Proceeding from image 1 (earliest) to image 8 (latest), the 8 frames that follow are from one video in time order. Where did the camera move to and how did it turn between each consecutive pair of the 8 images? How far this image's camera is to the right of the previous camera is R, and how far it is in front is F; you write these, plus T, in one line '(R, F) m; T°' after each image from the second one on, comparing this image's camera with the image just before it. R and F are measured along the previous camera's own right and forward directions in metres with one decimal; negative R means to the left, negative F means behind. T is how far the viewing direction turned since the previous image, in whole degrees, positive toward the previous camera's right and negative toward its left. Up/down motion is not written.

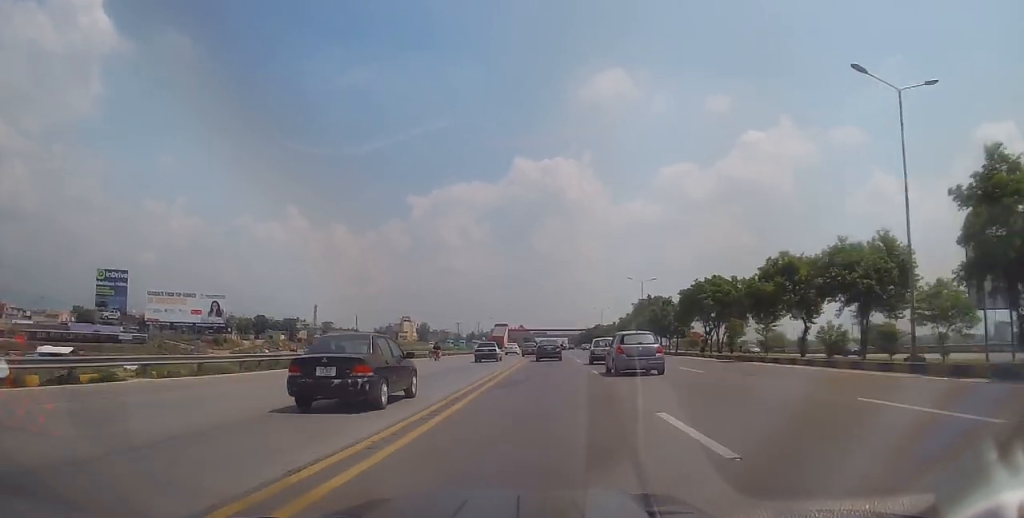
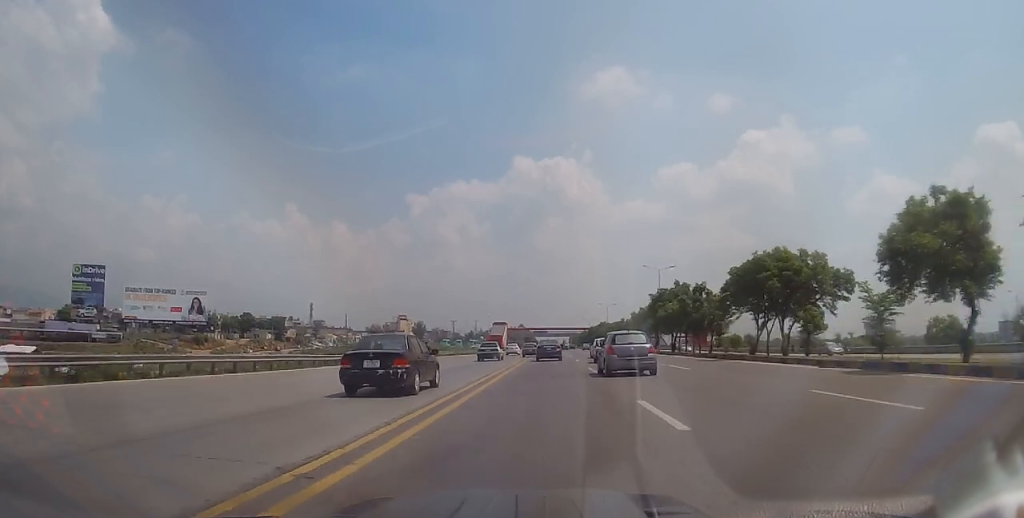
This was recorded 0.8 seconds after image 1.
(0.0, +14.0) m; 0°
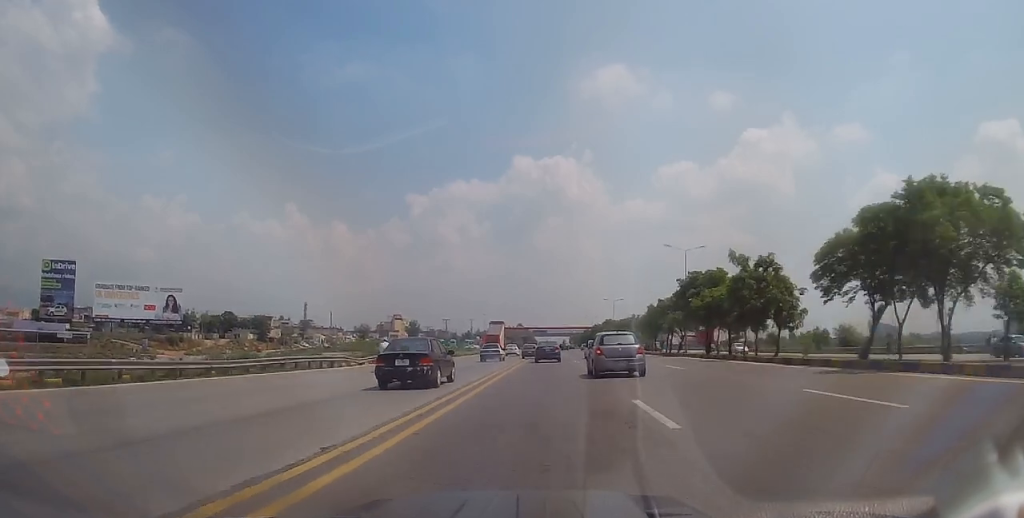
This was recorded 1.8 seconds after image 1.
(-0.1, +15.4) m; +1°
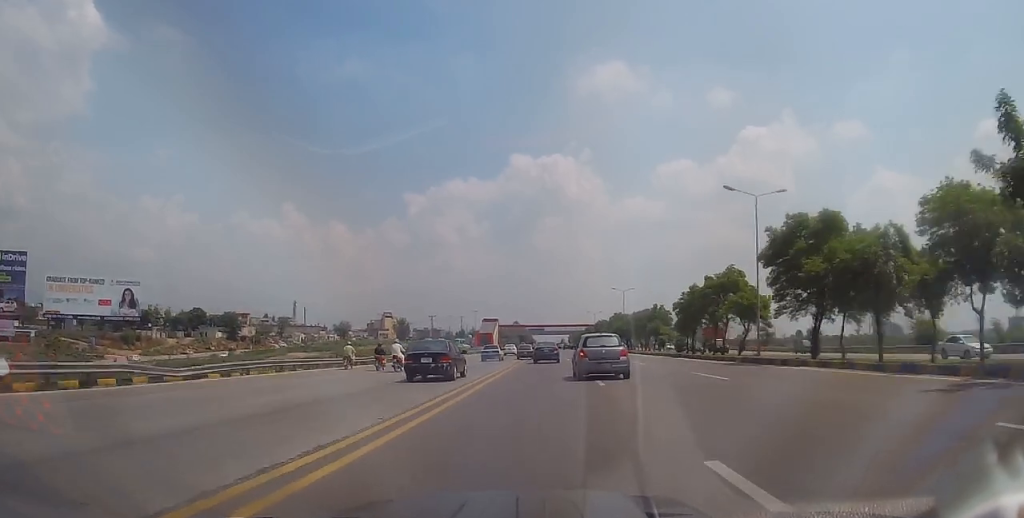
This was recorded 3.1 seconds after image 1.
(+0.2, +22.2) m; 0°
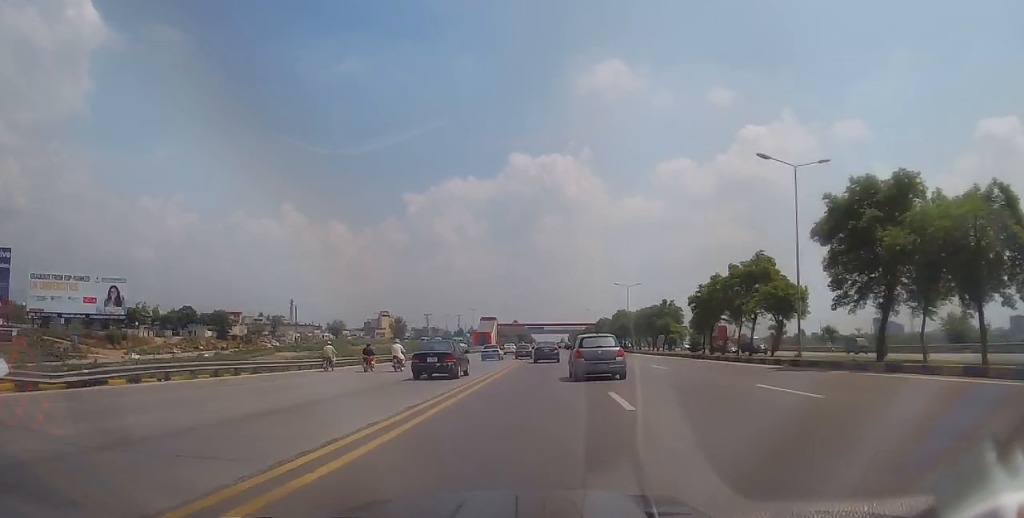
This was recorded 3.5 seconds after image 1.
(-0.1, +6.7) m; 0°
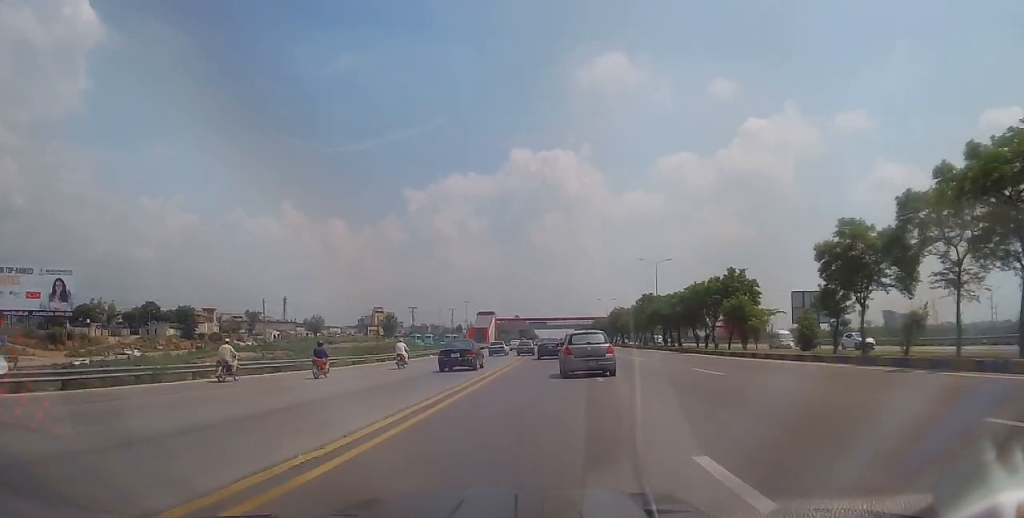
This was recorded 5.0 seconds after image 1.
(0.0, +25.1) m; +1°
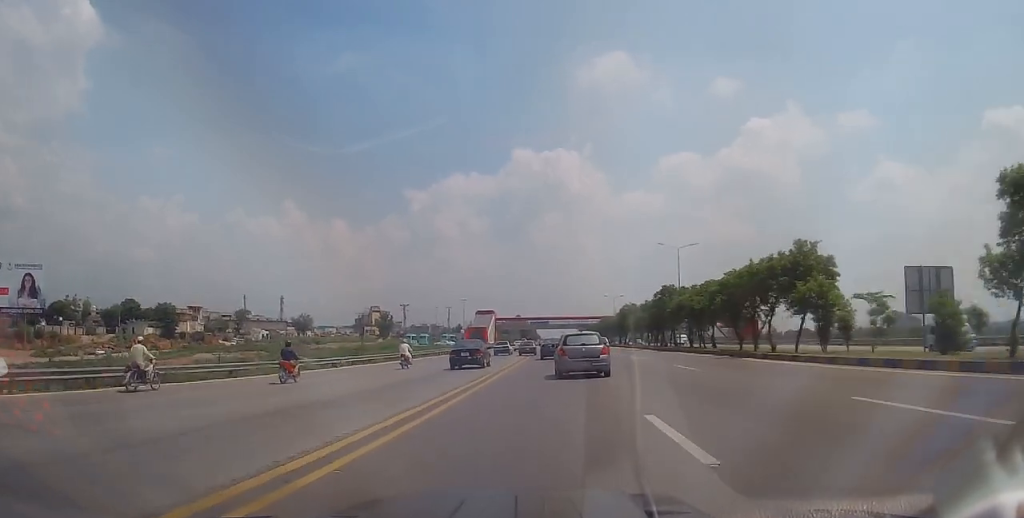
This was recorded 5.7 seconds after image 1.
(+0.2, +12.4) m; 0°
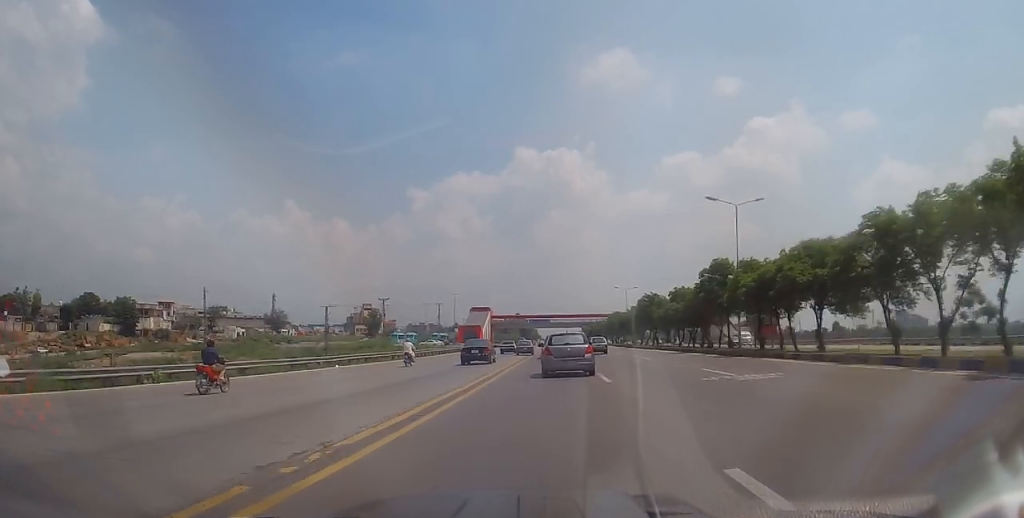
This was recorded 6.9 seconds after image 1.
(-0.3, +20.3) m; -1°
